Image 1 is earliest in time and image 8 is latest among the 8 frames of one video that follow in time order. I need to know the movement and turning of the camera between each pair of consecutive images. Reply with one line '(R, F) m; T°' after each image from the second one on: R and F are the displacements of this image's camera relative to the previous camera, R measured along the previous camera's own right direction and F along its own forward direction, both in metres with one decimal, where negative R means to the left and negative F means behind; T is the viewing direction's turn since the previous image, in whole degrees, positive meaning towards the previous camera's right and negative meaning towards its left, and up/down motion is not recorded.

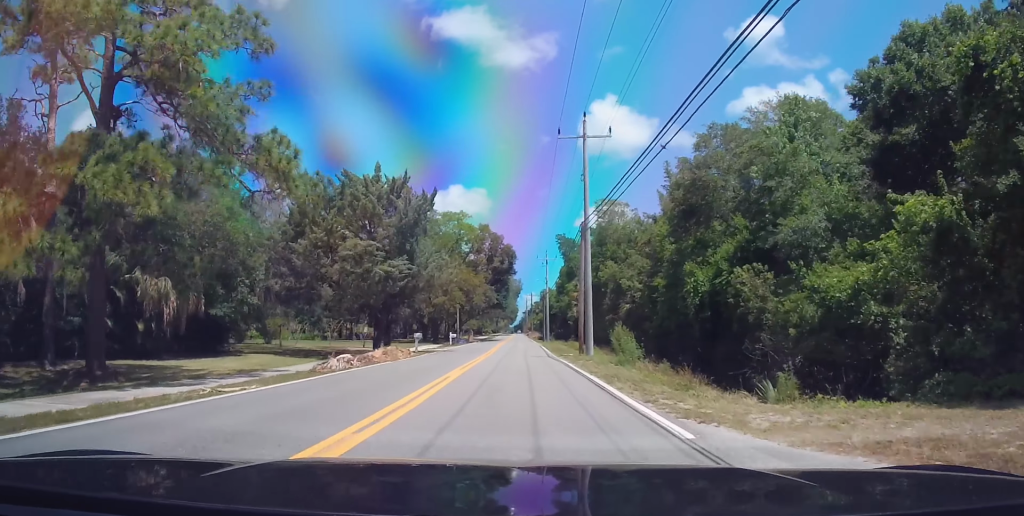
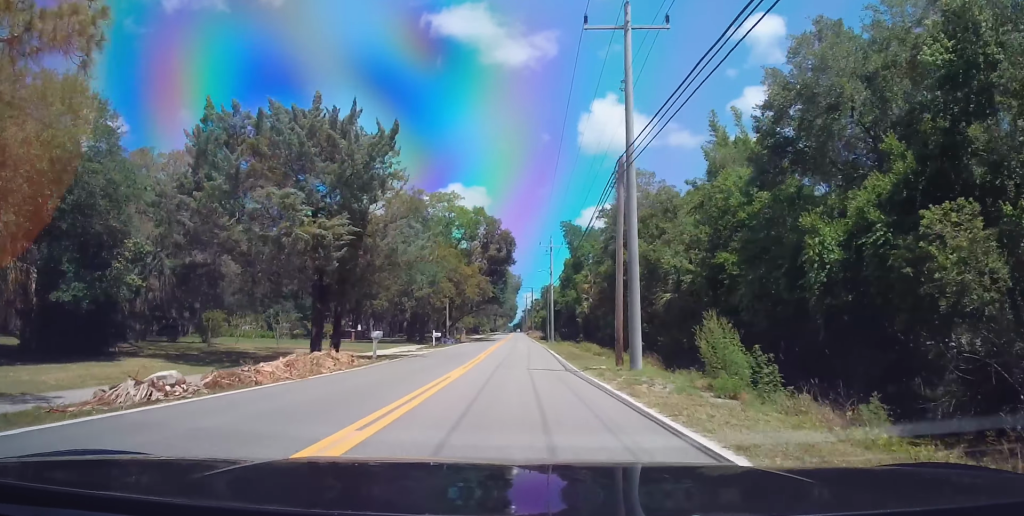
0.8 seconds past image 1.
(0.0, +12.3) m; 0°
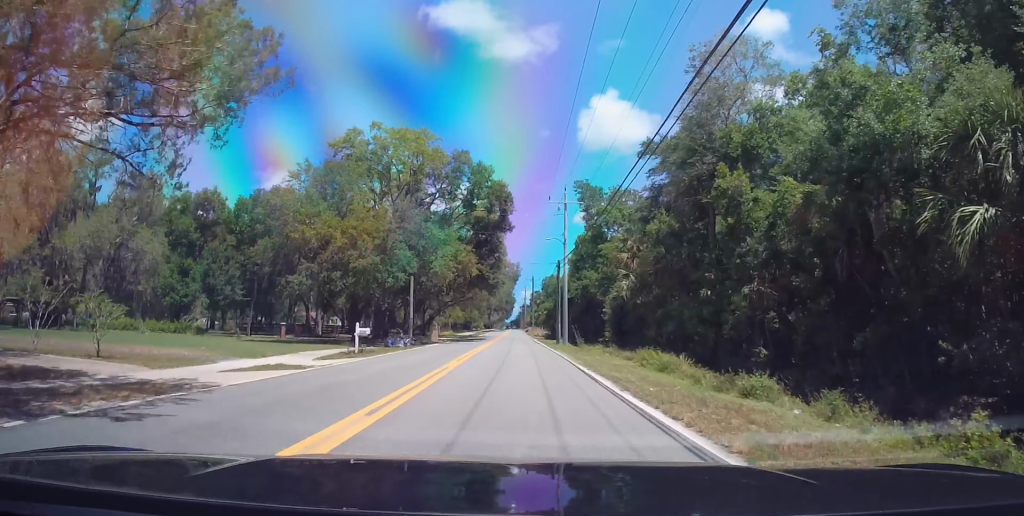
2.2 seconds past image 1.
(0.0, +23.7) m; 0°
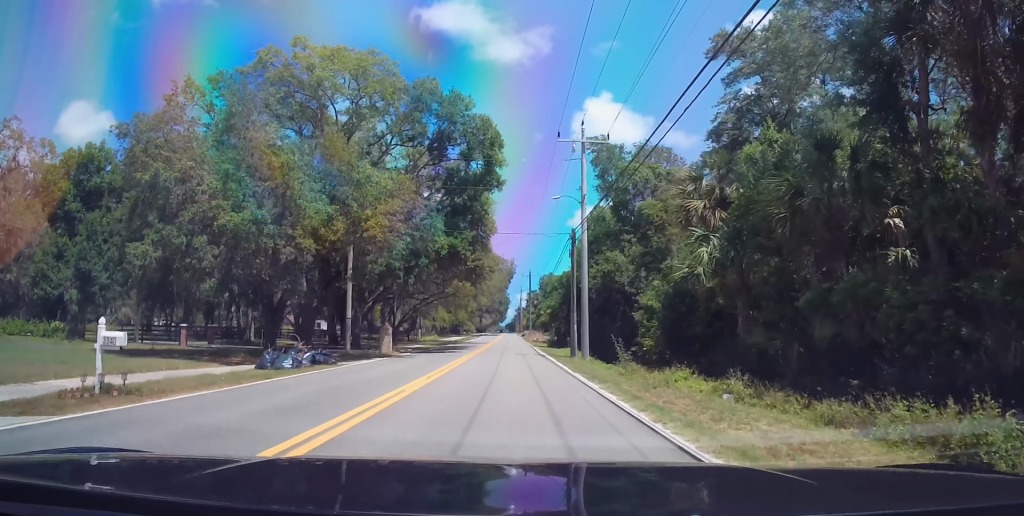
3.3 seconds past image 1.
(0.0, +17.5) m; 0°
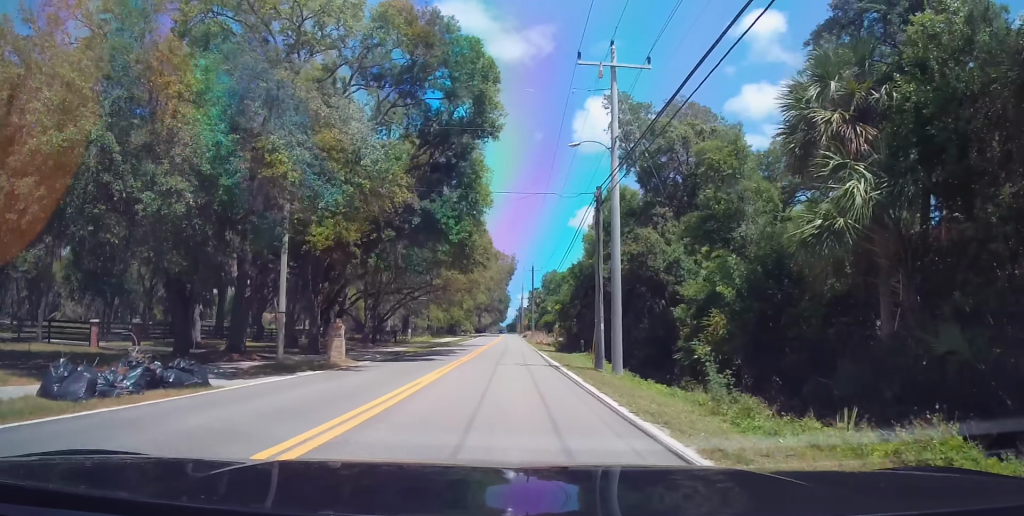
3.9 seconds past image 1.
(0.0, +9.9) m; 0°
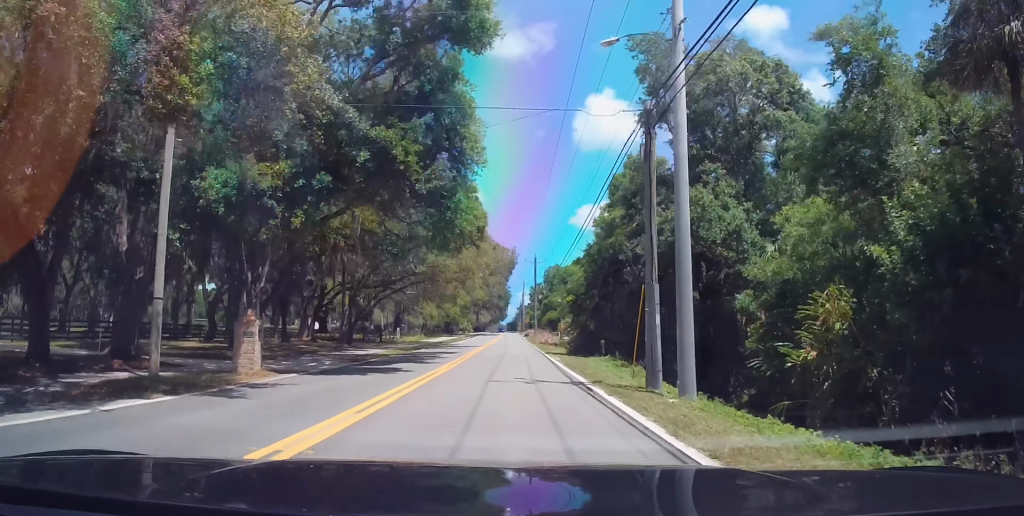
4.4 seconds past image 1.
(0.0, +8.9) m; 0°
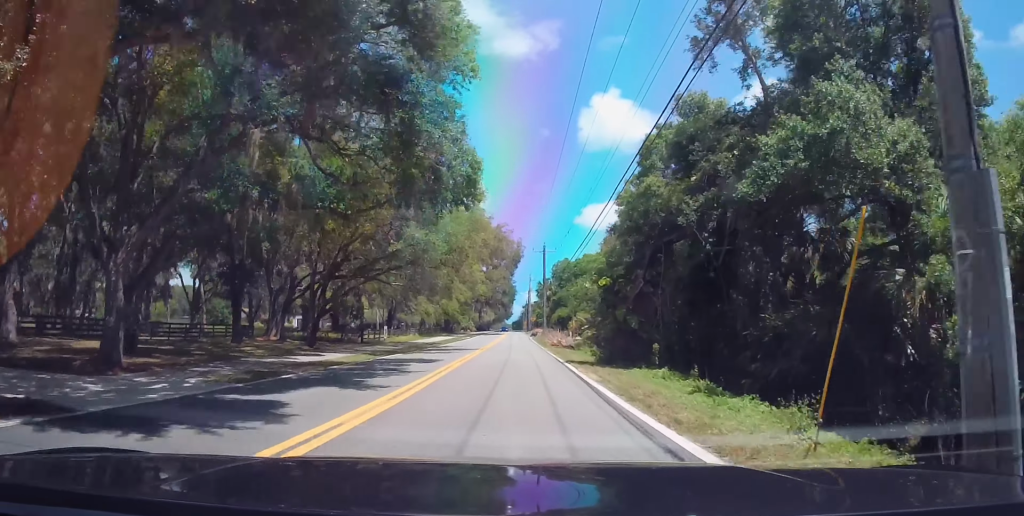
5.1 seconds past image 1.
(0.0, +10.6) m; 0°
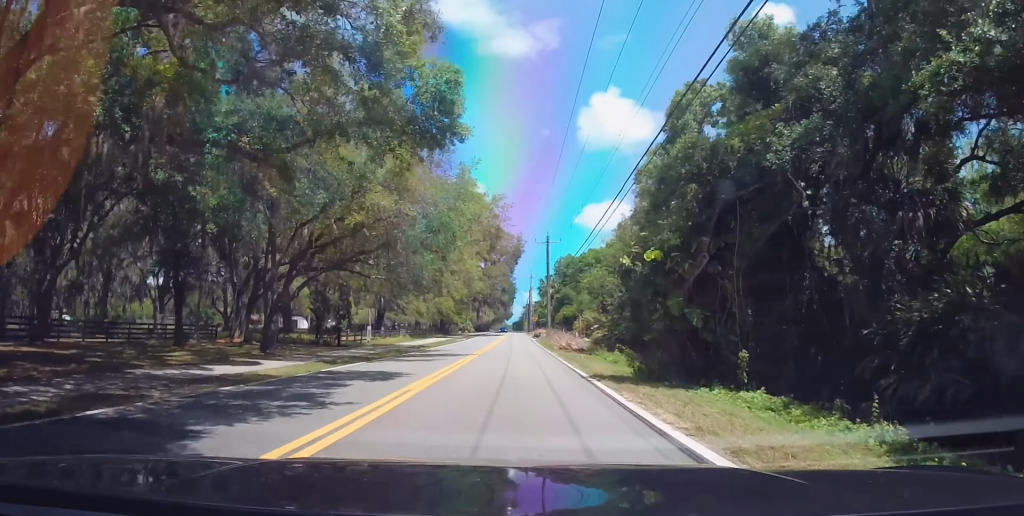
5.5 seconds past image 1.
(0.0, +7.8) m; -1°
